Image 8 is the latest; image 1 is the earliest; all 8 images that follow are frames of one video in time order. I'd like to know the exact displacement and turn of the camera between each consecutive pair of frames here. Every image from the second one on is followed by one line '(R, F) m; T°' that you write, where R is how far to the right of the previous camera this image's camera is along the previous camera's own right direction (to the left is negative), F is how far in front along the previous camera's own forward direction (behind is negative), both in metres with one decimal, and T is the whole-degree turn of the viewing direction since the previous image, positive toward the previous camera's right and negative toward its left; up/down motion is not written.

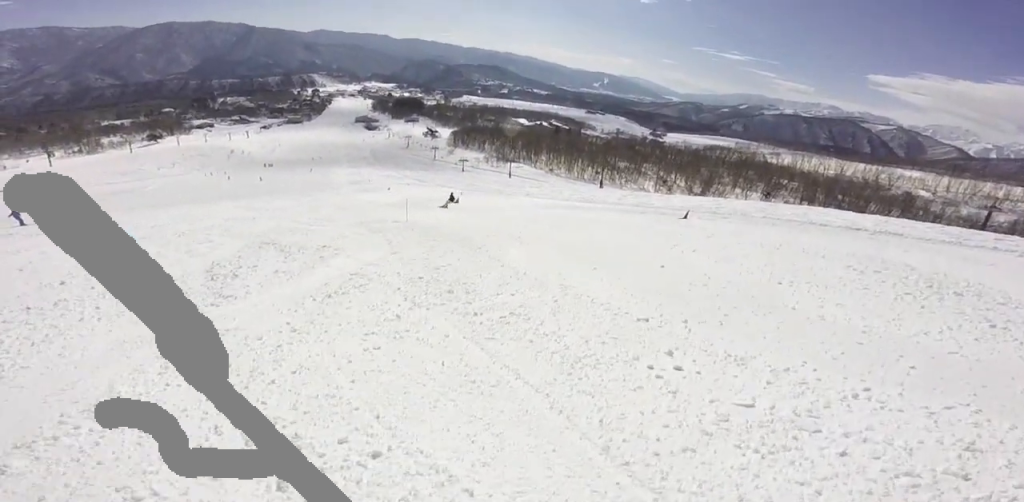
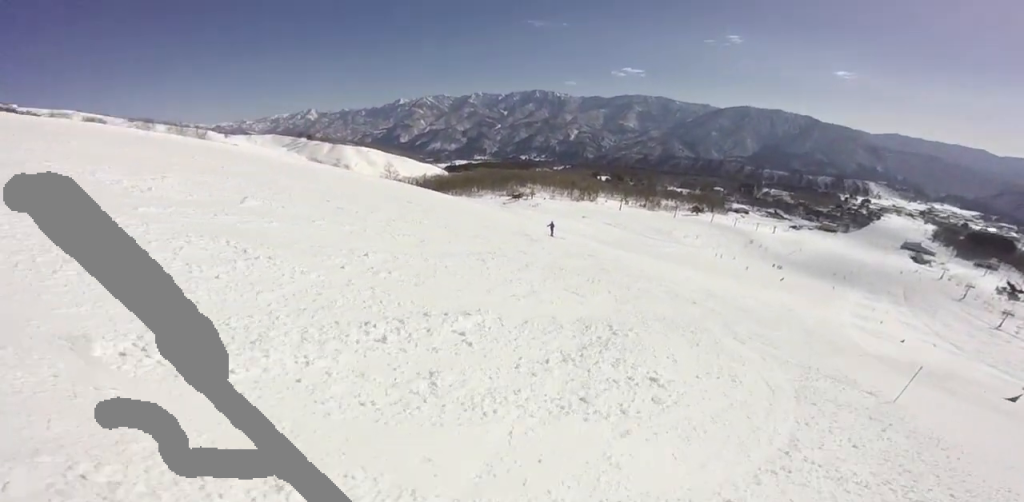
(-3.9, +4.9) m; -54°
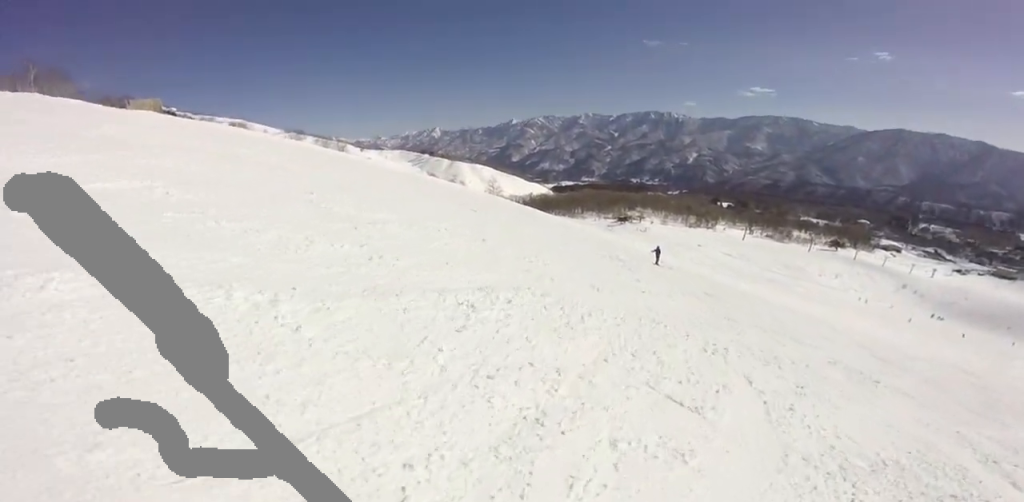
(-0.4, +4.2) m; -8°
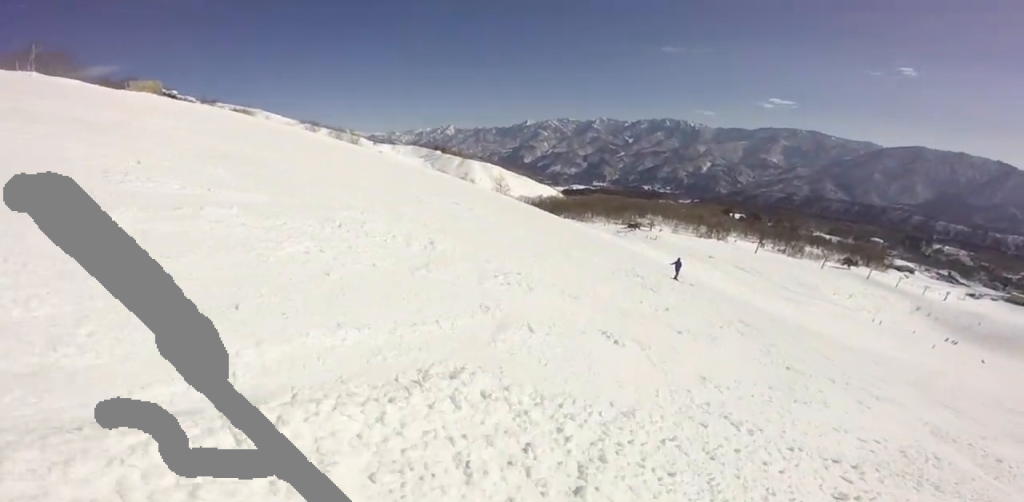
(-0.1, +2.9) m; -9°
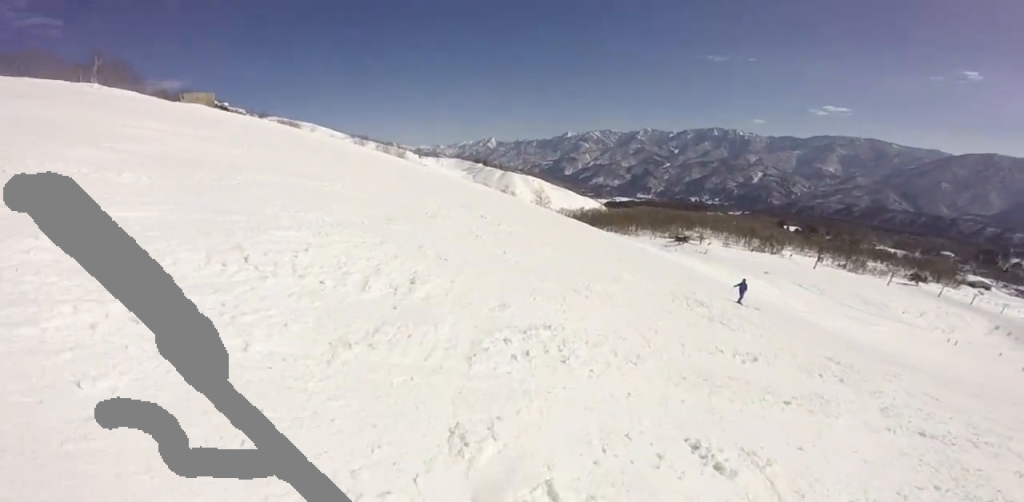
(+0.1, +1.7) m; -8°
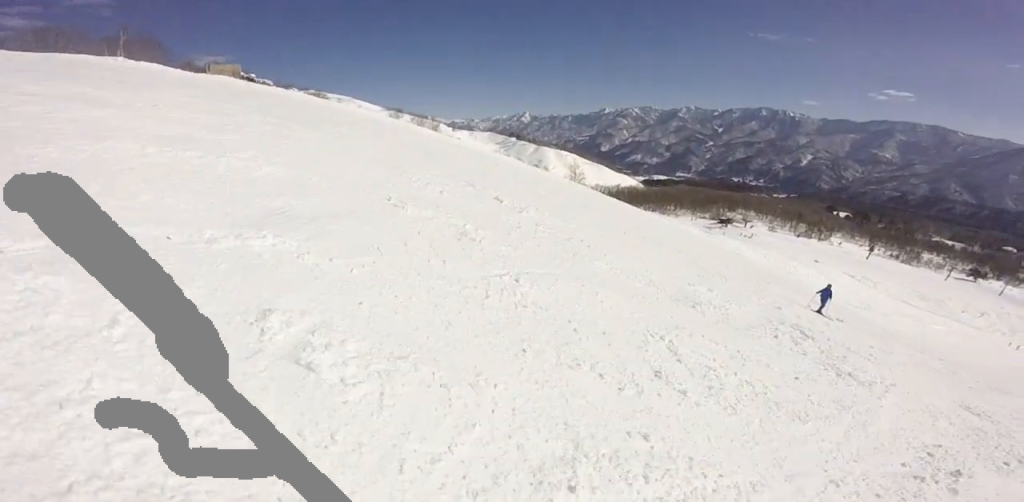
(-0.7, +3.6) m; -1°
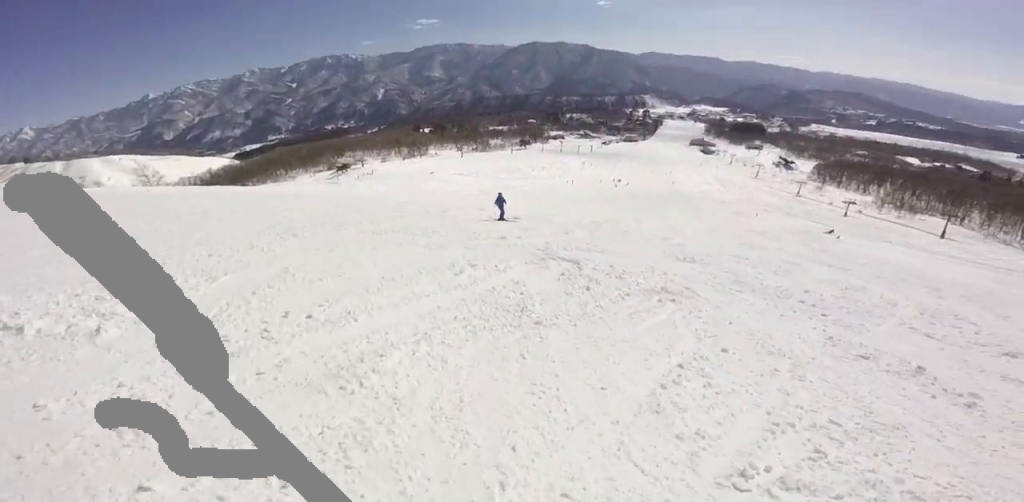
(+2.5, +4.6) m; +58°
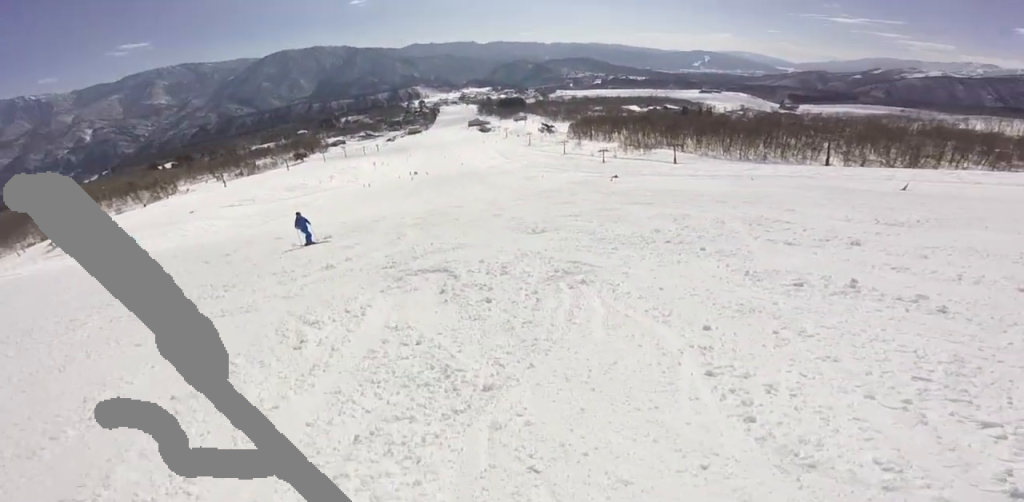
(+0.5, +2.3) m; +16°
